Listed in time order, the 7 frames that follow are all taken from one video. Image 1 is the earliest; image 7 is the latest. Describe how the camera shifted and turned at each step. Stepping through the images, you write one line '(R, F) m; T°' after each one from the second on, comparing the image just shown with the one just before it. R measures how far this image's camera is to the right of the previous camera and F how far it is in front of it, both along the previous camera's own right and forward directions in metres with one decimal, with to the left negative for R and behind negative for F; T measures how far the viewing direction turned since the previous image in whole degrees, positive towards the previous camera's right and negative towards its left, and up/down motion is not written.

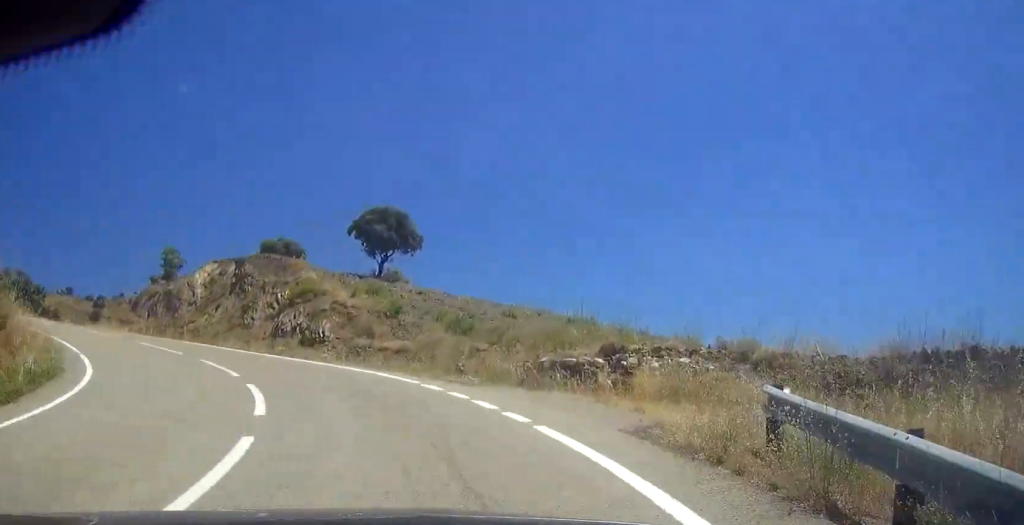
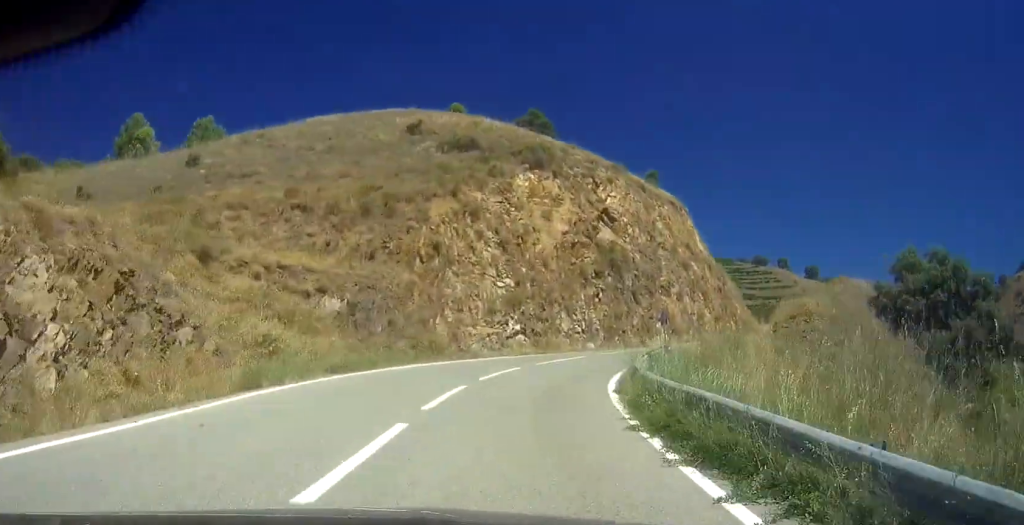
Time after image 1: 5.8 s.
(-13.8, +55.7) m; -19°
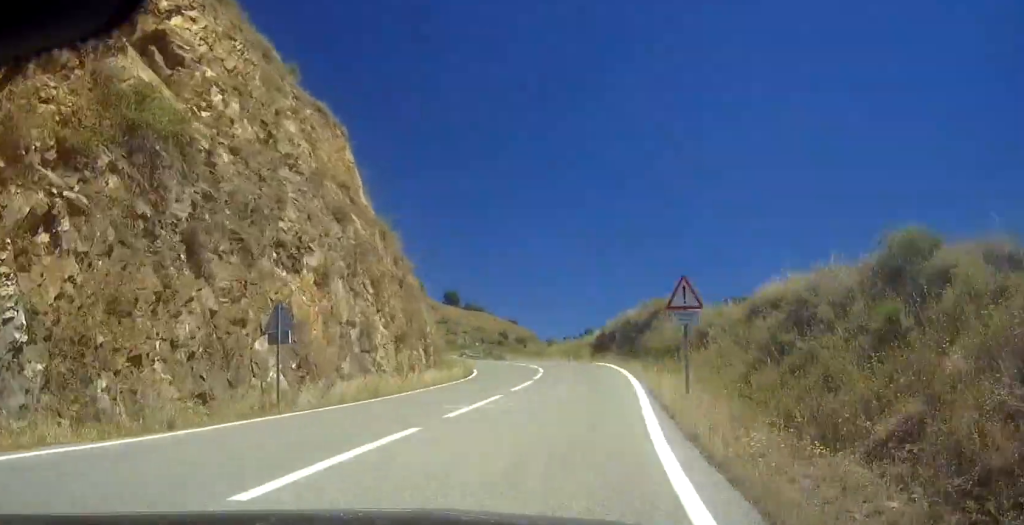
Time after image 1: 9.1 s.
(-1.2, +34.4) m; -2°
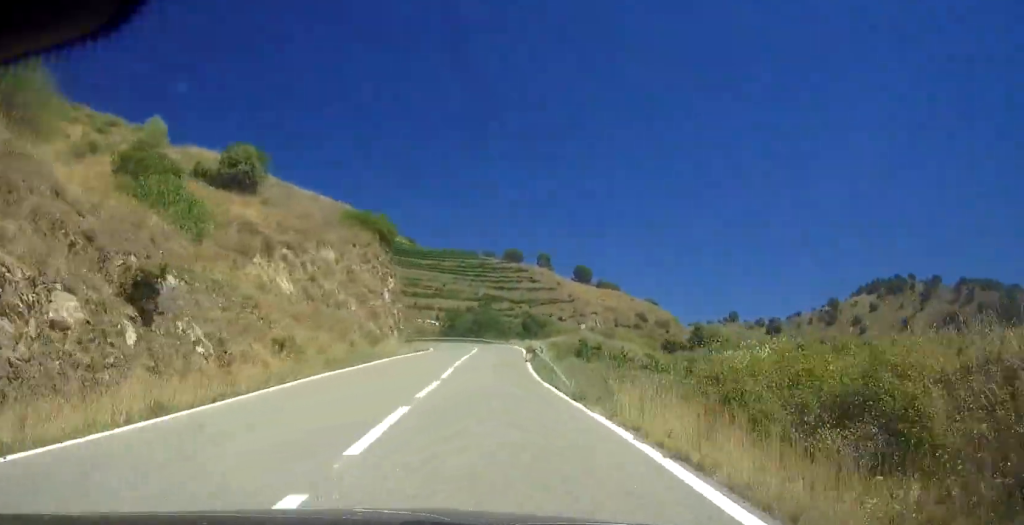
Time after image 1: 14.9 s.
(+0.4, +60.0) m; +1°
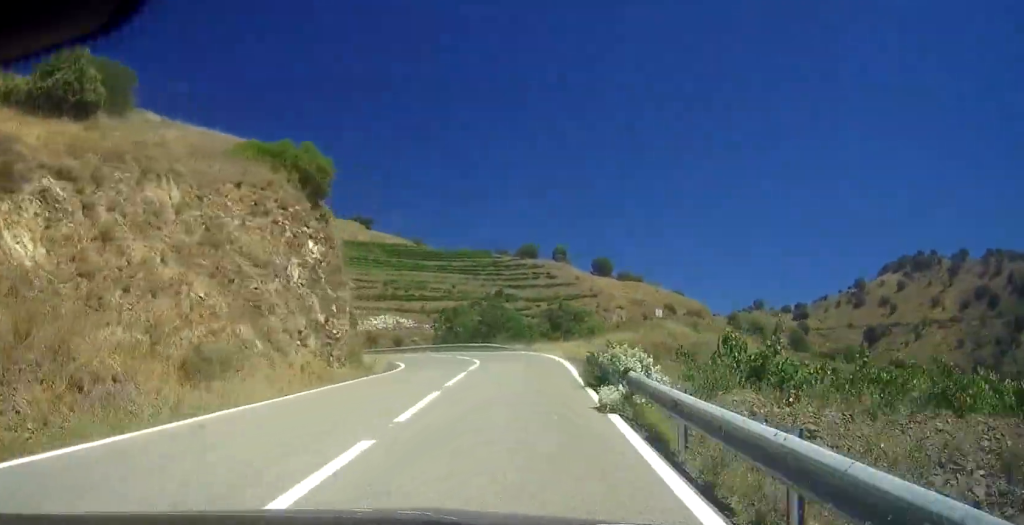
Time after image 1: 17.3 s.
(0.0, +25.3) m; -6°
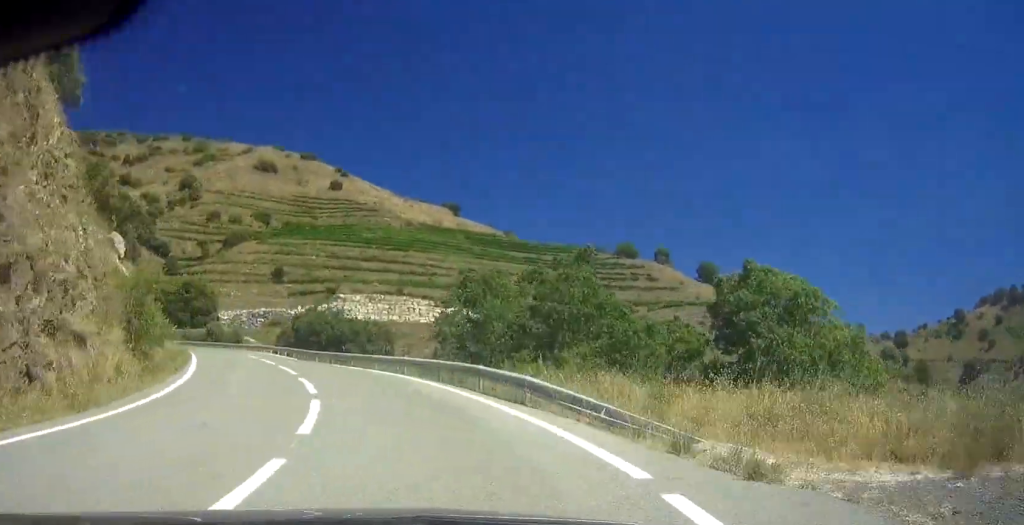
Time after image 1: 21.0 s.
(-3.5, +38.1) m; -14°
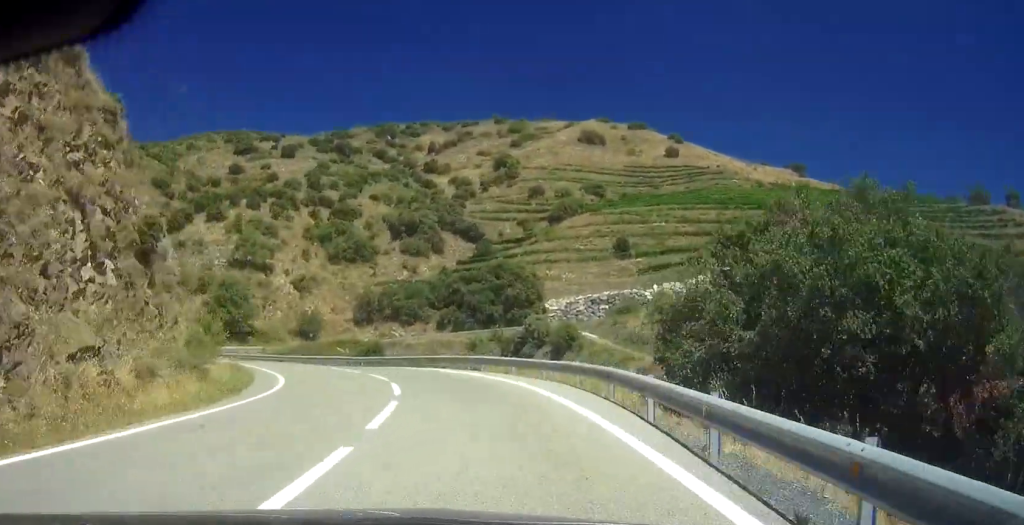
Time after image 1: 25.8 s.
(-10.1, +49.1) m; -26°
